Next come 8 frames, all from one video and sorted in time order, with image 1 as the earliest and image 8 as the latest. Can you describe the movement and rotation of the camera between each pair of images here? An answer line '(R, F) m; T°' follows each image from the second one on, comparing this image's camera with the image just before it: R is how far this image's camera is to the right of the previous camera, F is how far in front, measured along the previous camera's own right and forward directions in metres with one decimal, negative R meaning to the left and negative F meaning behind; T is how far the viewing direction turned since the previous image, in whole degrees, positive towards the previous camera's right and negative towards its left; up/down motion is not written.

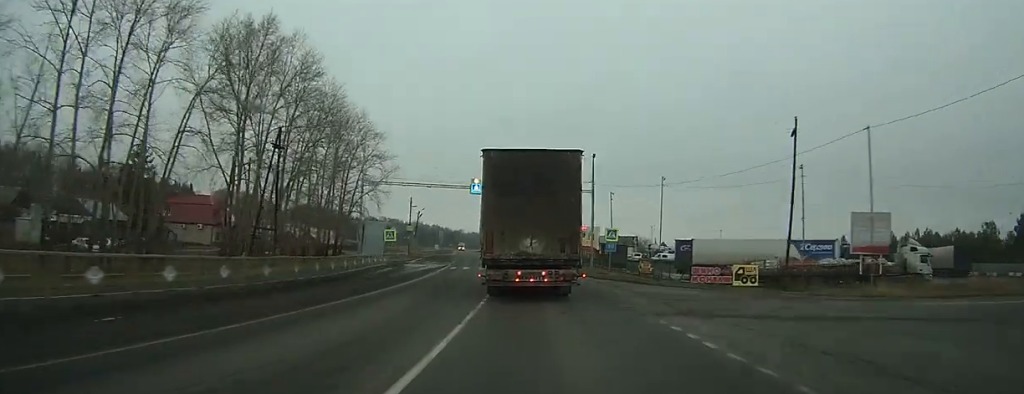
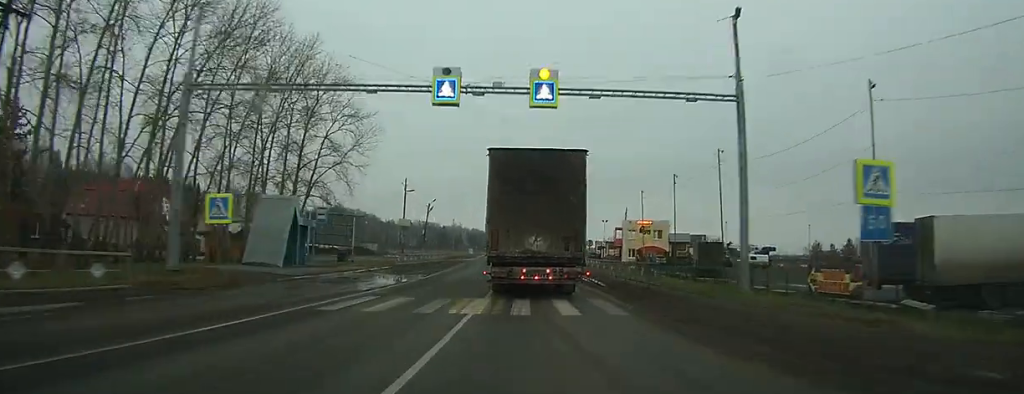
(-1.3, +30.8) m; -4°
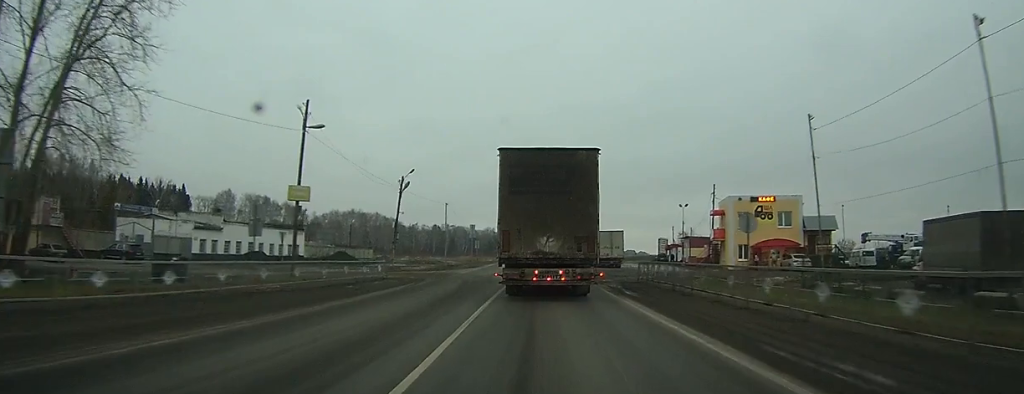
(-1.5, +38.6) m; -3°
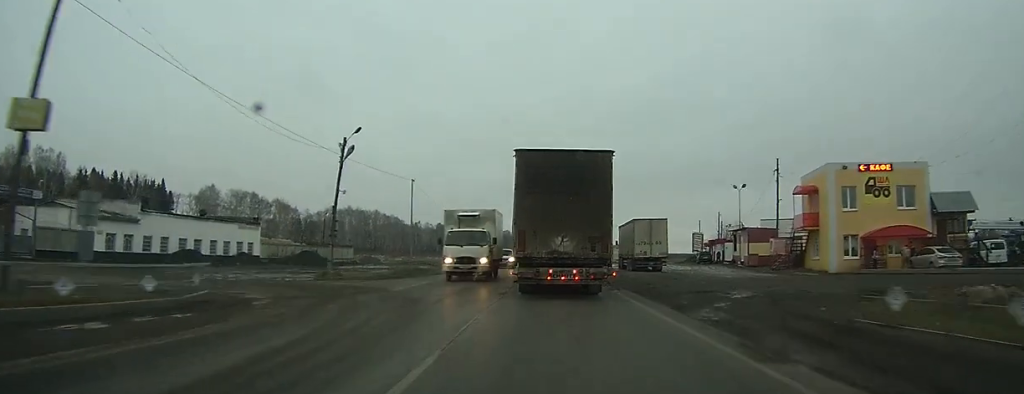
(-0.2, +19.3) m; -1°
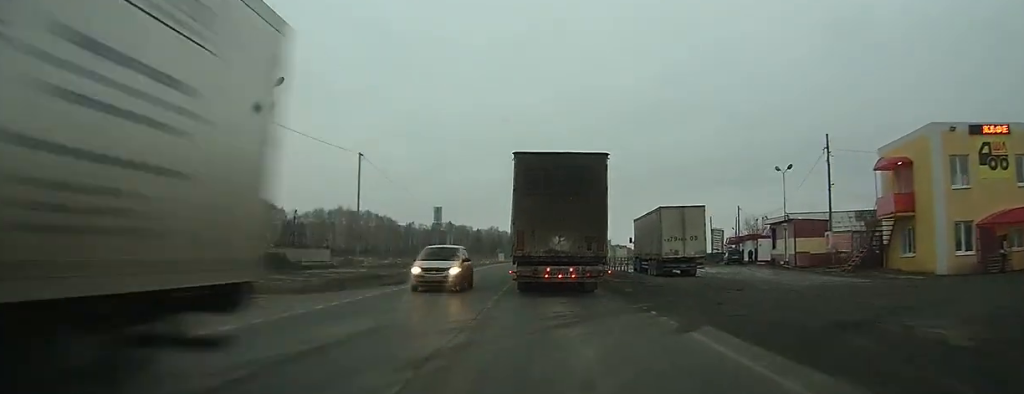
(0.0, +12.0) m; 0°
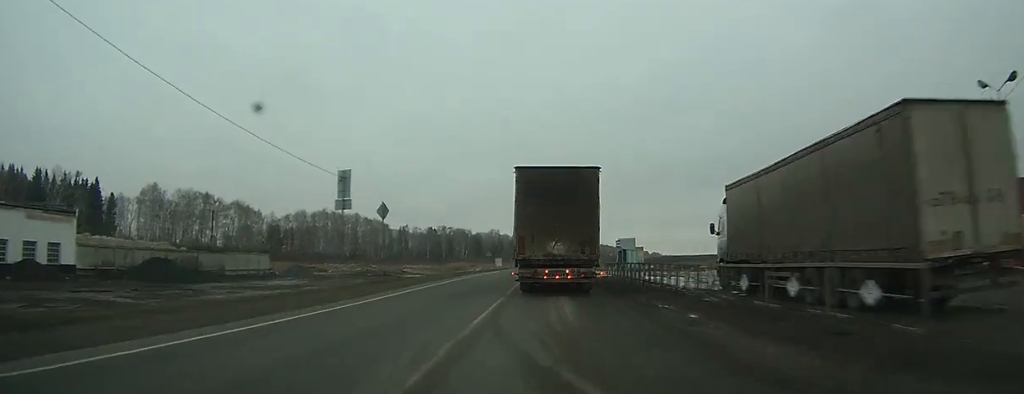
(-0.2, +25.0) m; 0°
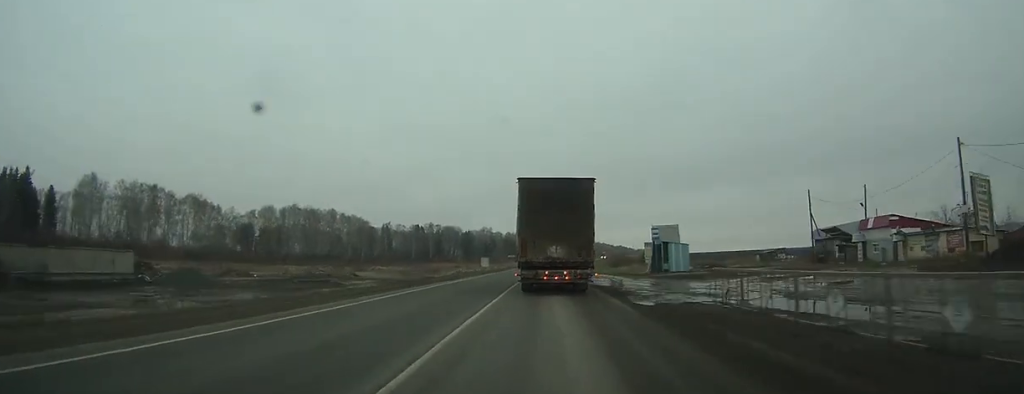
(0.0, +27.3) m; 0°
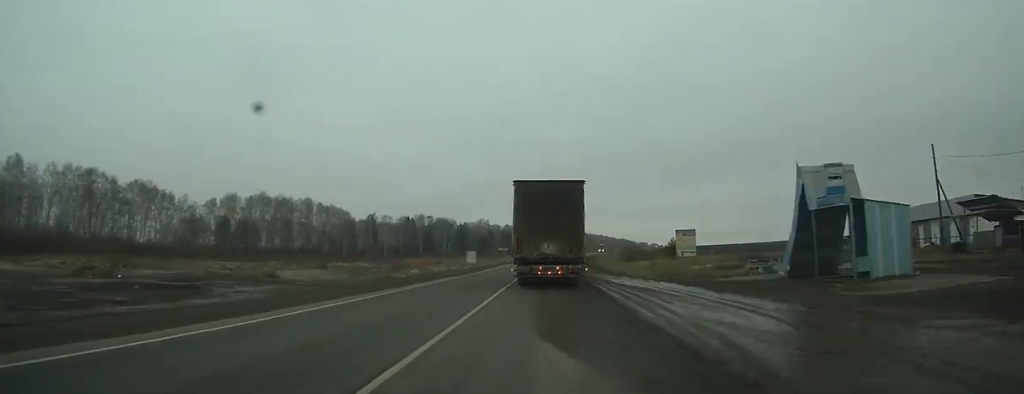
(+0.1, +28.1) m; 0°
